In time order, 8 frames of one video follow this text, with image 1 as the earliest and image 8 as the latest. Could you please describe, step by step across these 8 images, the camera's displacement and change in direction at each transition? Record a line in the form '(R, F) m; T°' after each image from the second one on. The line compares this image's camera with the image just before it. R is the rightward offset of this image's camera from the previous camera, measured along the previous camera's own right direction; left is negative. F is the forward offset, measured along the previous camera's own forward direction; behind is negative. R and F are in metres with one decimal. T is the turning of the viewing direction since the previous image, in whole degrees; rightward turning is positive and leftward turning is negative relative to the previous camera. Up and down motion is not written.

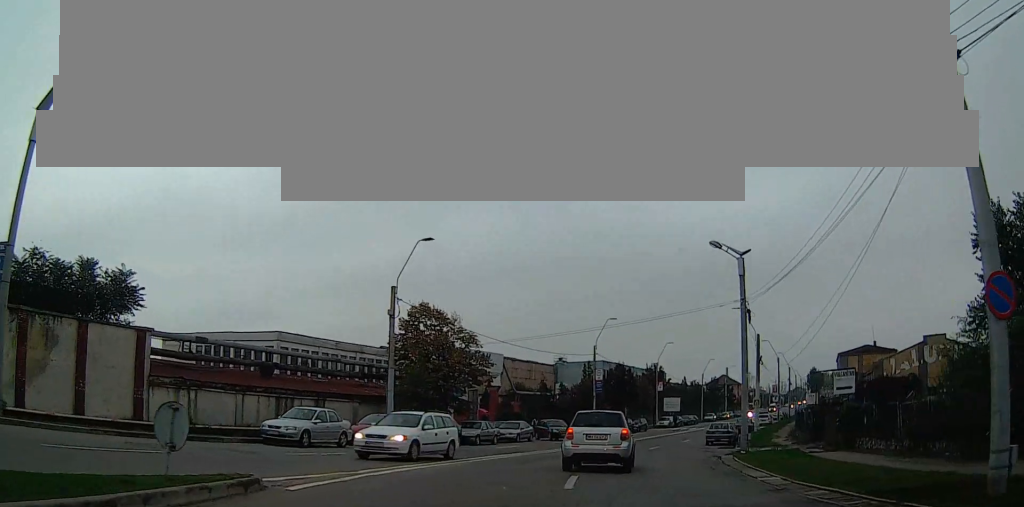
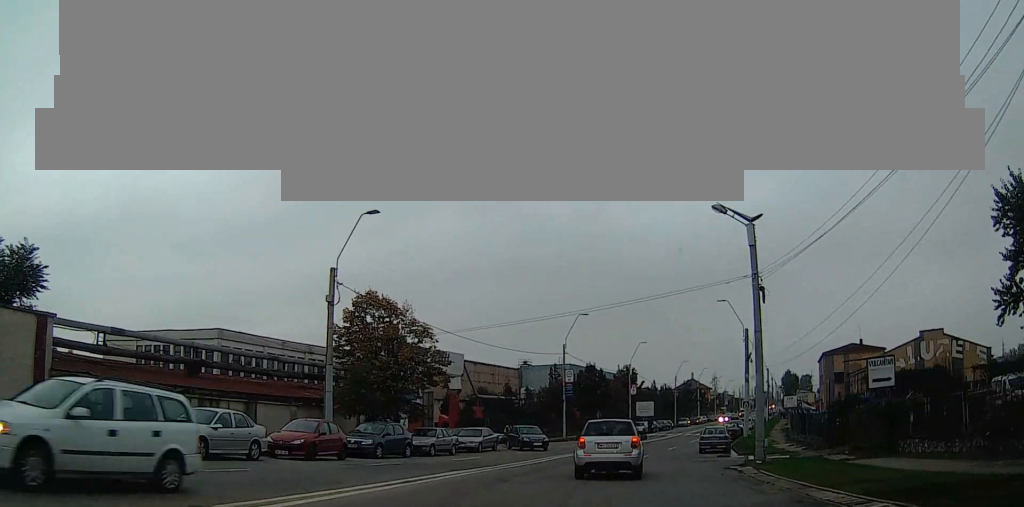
(+0.7, +5.3) m; +2°
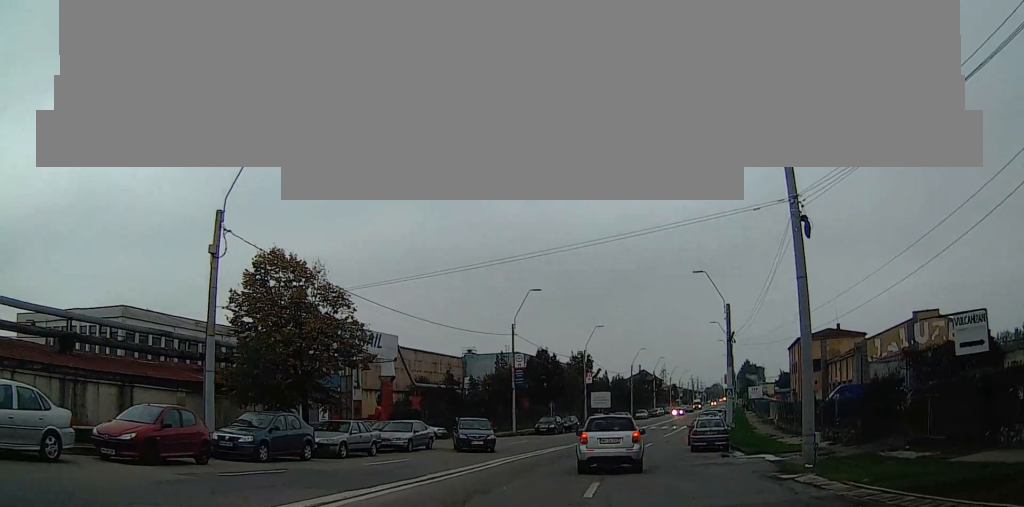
(+0.8, +7.1) m; +2°
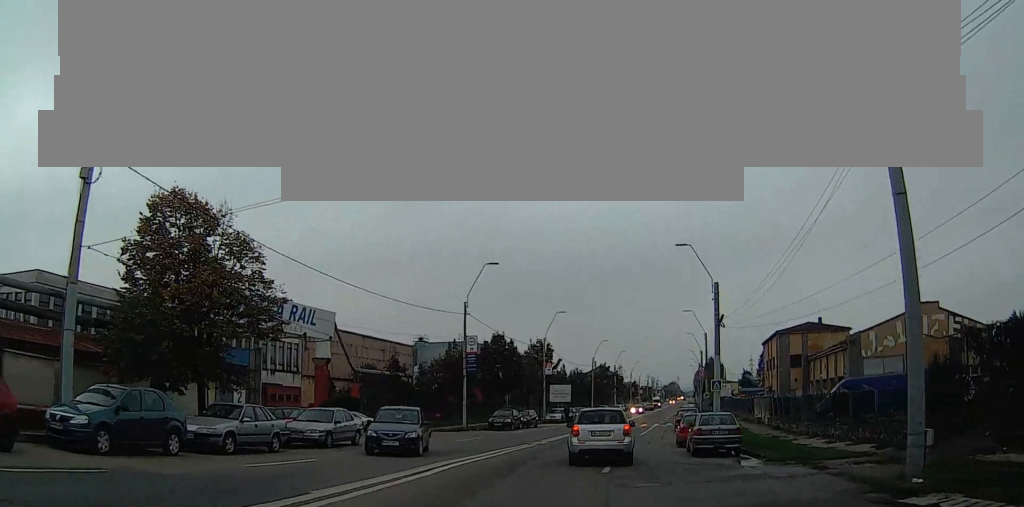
(-0.6, +6.1) m; 0°
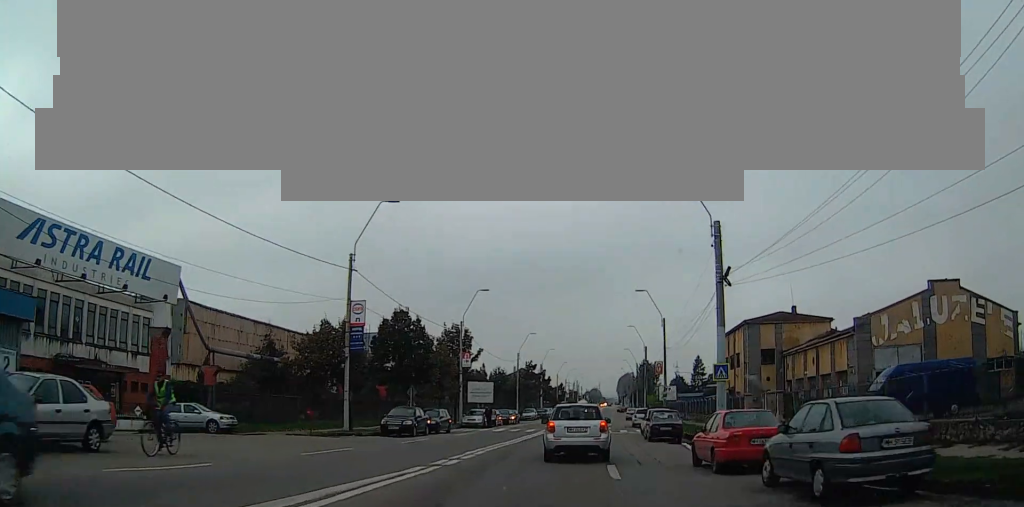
(+0.4, +11.9) m; +8°
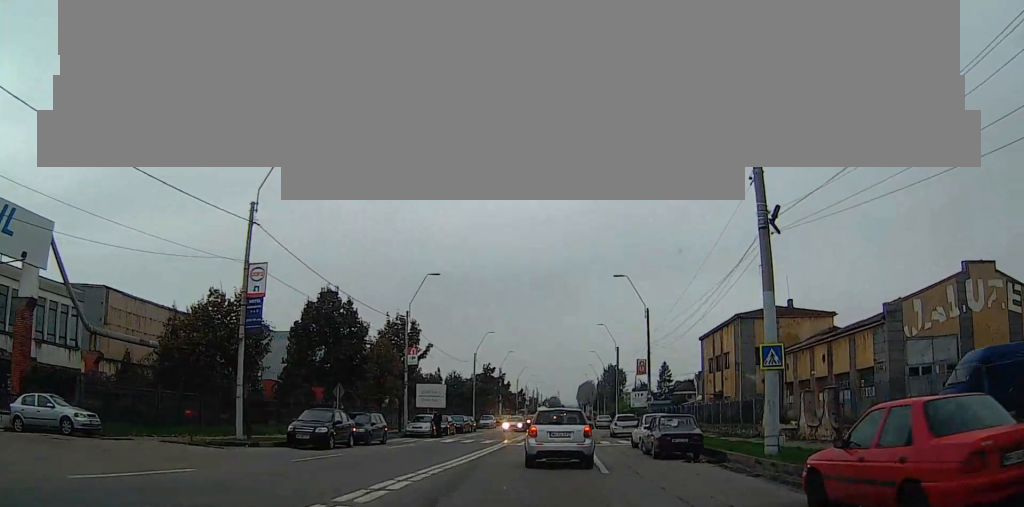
(+0.4, +7.2) m; +6°
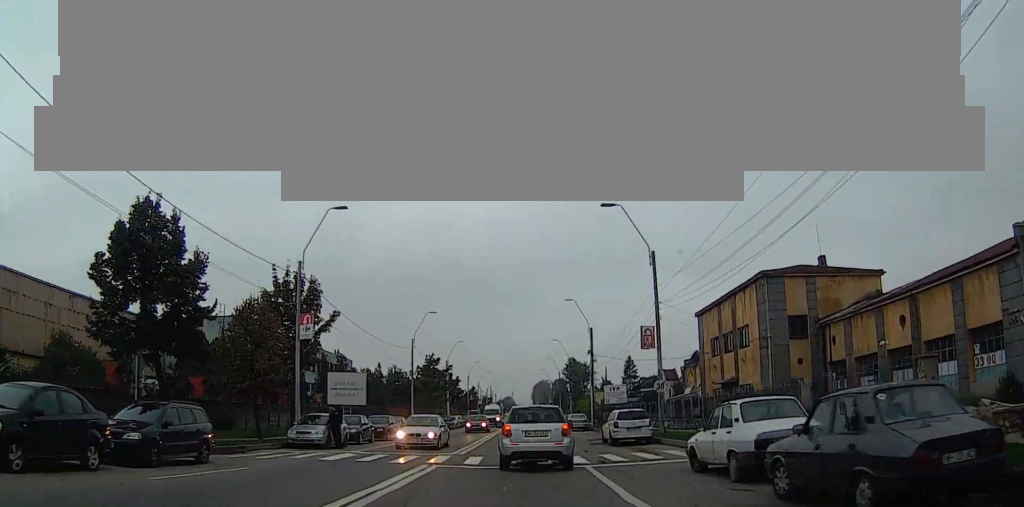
(+1.2, +12.9) m; +7°
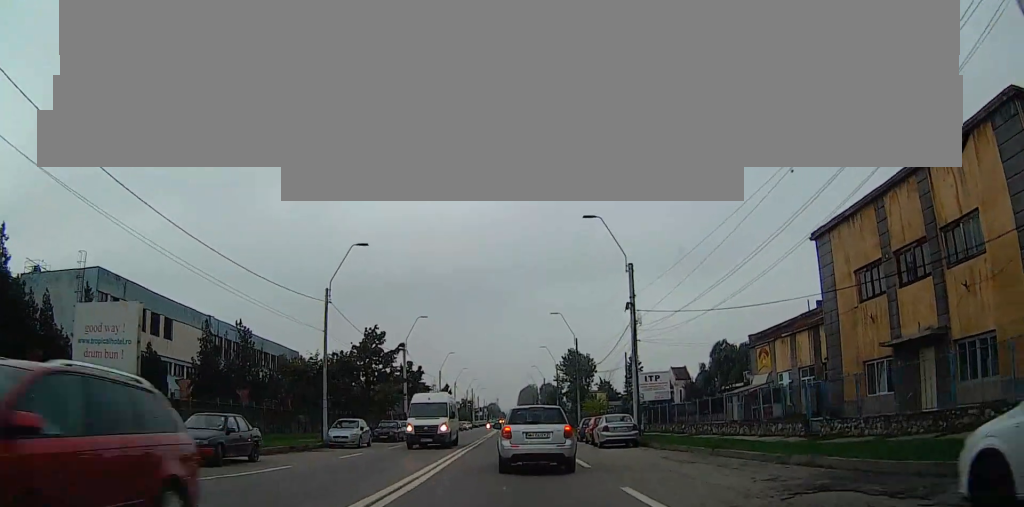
(+0.6, +24.5) m; +1°
